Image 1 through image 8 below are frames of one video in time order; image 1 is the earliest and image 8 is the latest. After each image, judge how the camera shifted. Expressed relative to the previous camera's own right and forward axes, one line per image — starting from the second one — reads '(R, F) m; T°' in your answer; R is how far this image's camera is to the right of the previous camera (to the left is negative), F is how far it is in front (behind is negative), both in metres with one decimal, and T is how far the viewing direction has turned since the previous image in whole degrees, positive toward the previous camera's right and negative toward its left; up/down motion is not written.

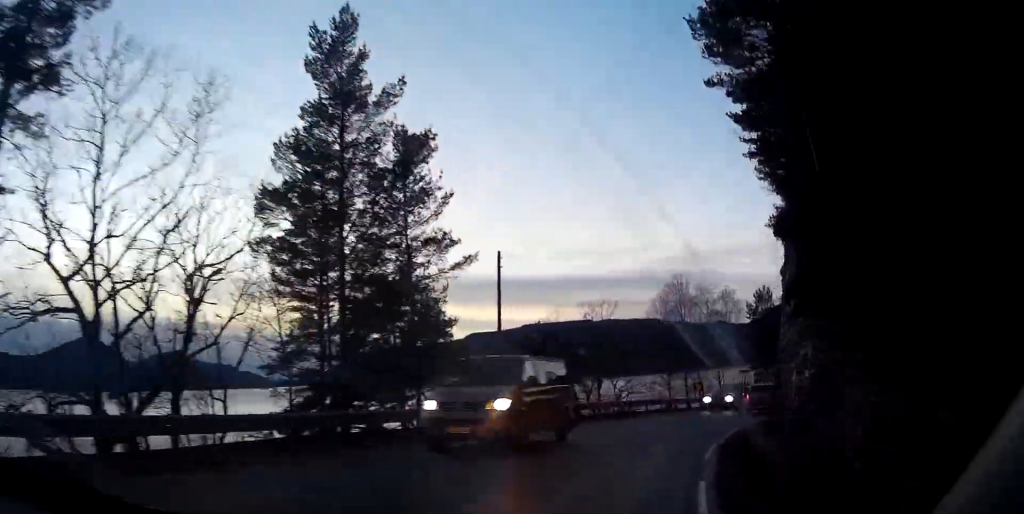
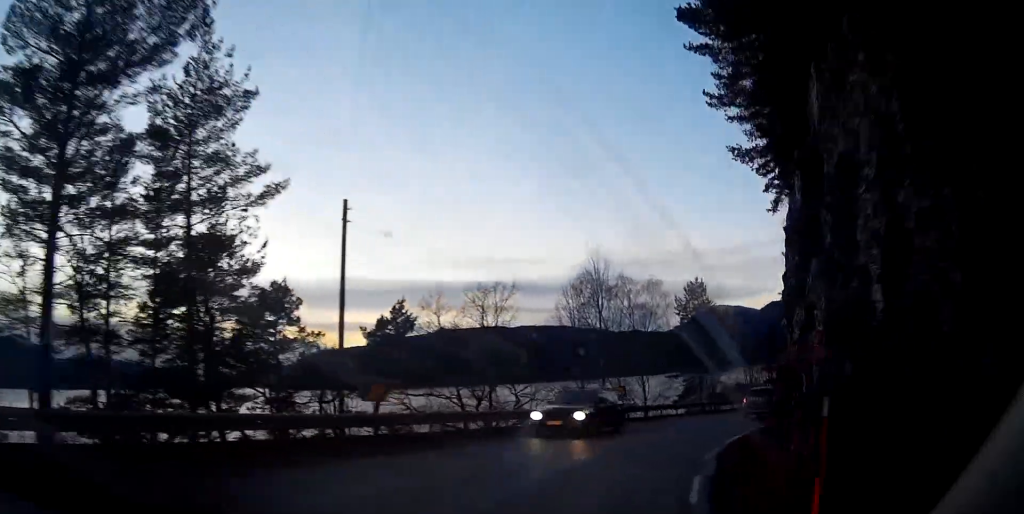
(+0.6, +10.3) m; +7°
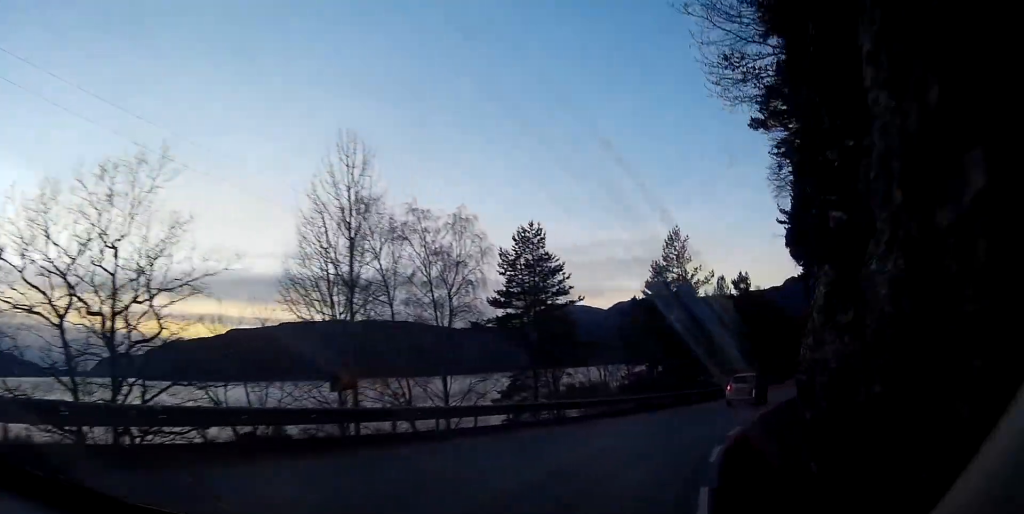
(+2.2, +19.2) m; +14°
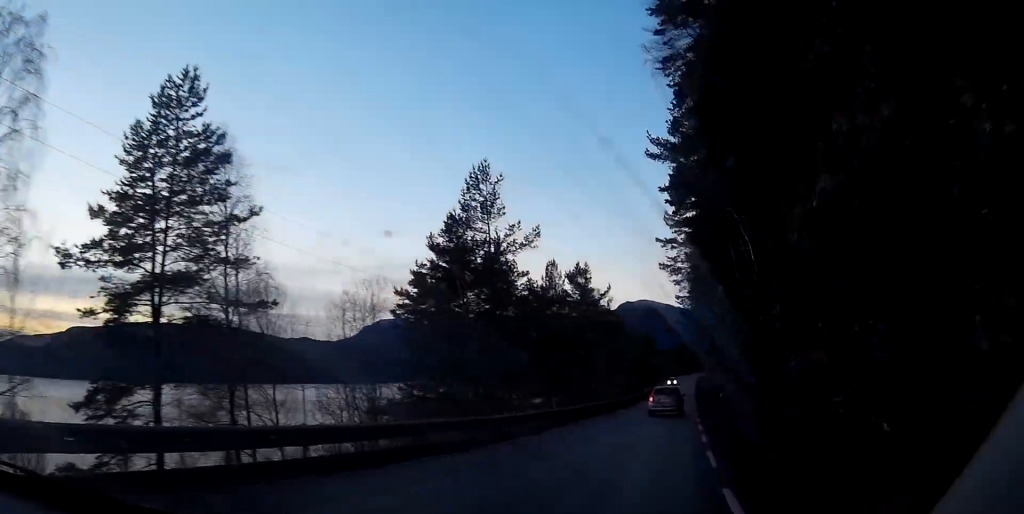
(+3.4, +23.6) m; +15°
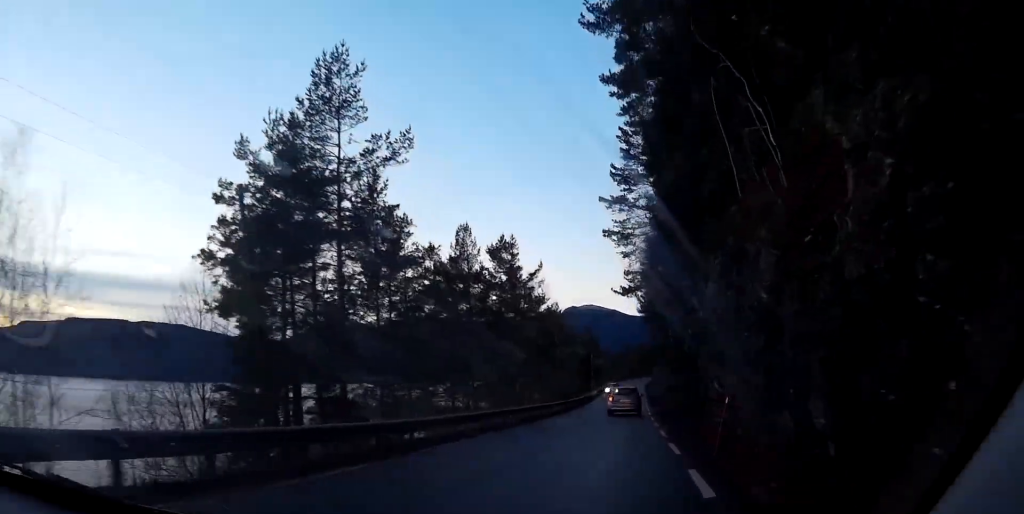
(+1.0, +16.7) m; +5°
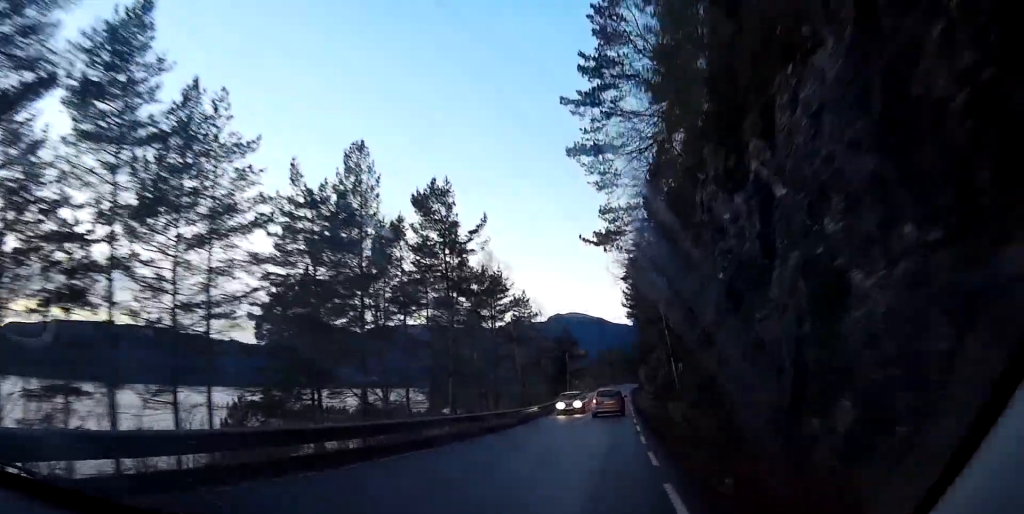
(+0.4, +20.7) m; -1°
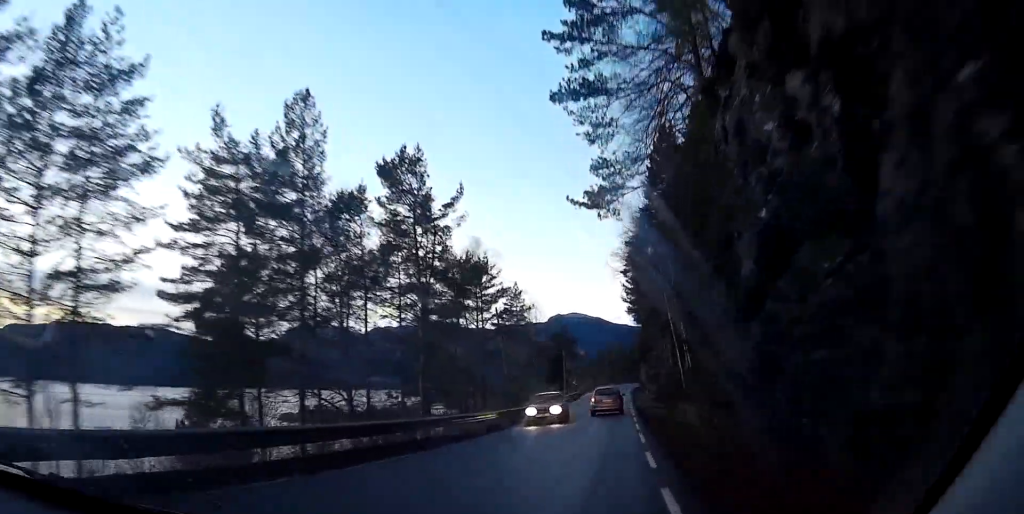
(+0.1, +7.1) m; -1°
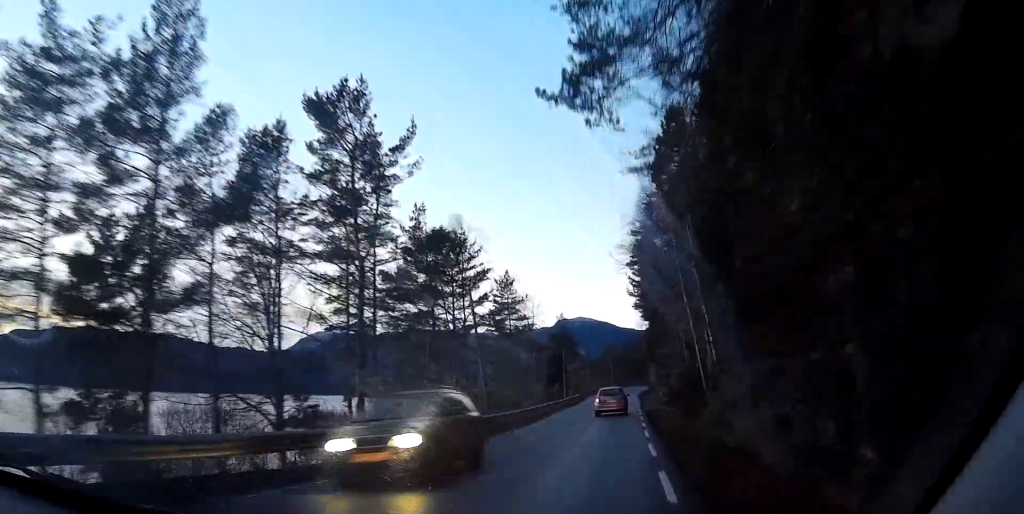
(-0.3, +10.9) m; -1°
